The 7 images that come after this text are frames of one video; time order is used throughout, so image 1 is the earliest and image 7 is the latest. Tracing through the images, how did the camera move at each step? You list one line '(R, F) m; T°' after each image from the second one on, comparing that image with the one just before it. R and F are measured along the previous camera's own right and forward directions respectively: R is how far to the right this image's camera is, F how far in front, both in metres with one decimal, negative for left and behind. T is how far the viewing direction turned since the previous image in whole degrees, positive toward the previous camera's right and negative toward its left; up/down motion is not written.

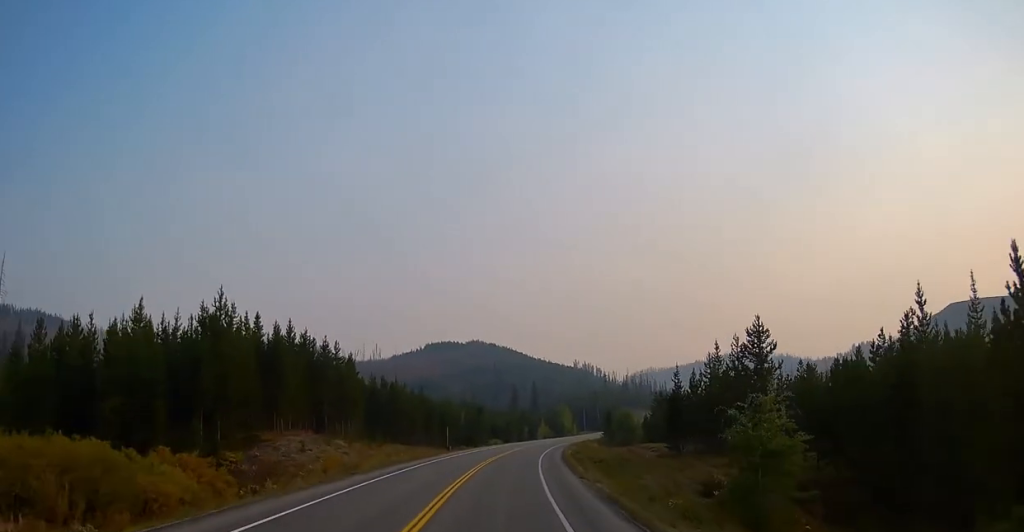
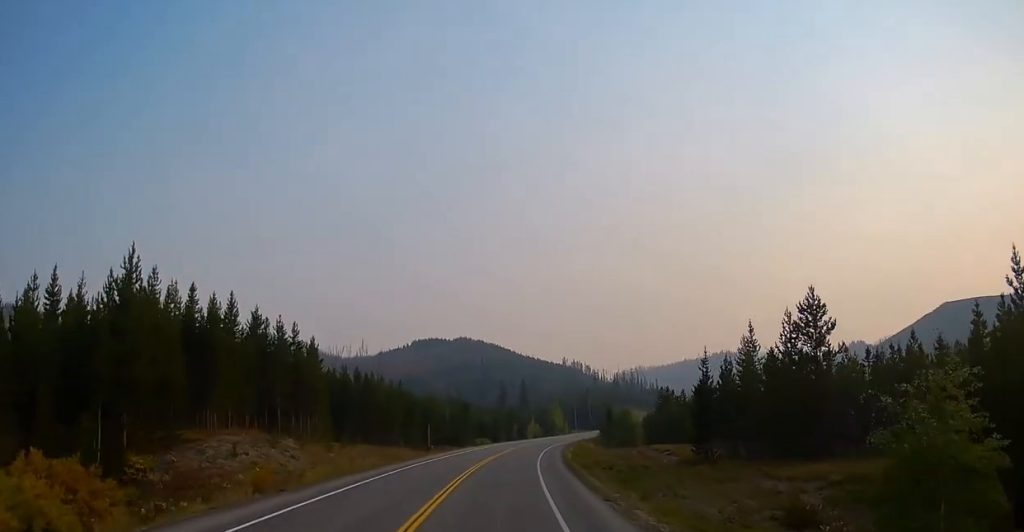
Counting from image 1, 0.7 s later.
(0.0, +9.5) m; 0°
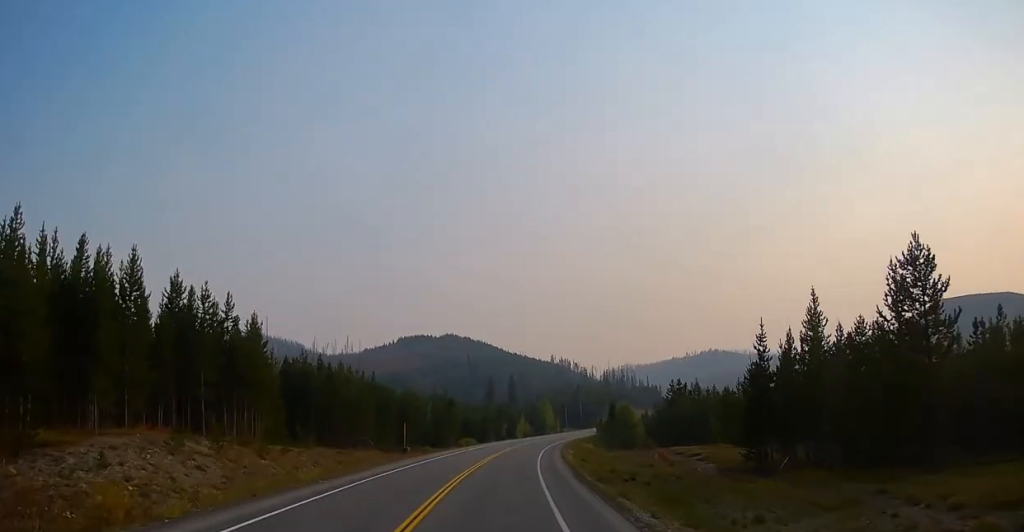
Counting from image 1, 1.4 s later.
(0.0, +10.9) m; +1°
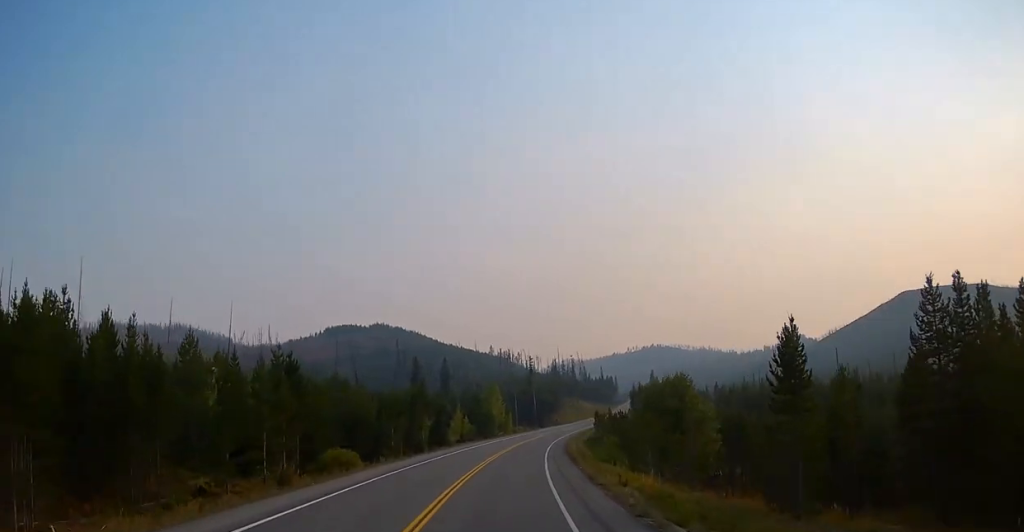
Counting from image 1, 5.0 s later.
(+3.9, +54.0) m; +8°
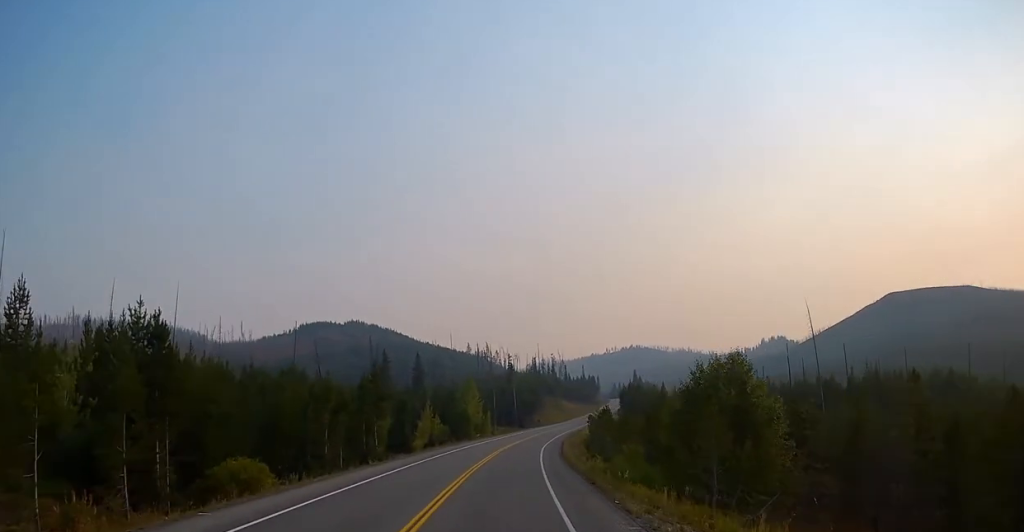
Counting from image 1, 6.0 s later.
(0.0, +15.6) m; +1°
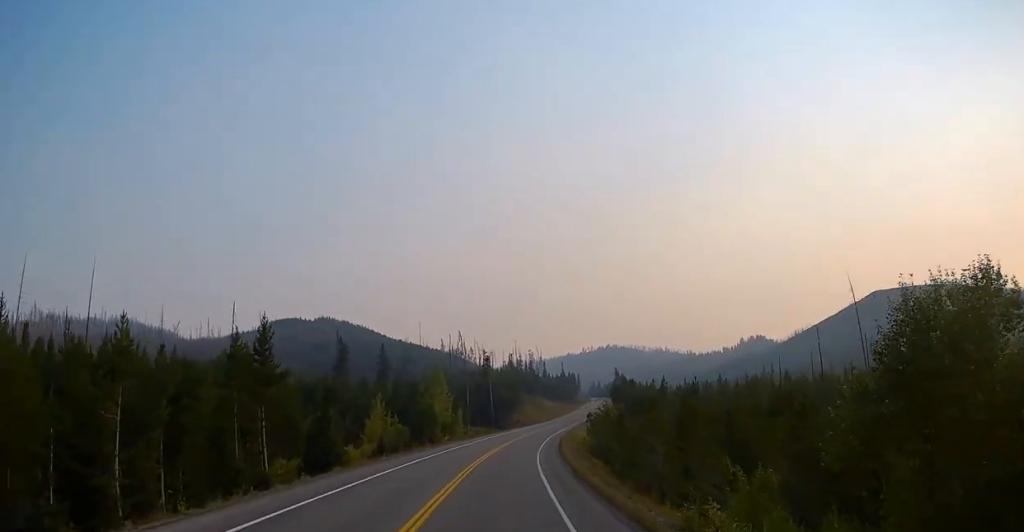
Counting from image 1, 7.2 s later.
(+0.3, +19.8) m; +3°
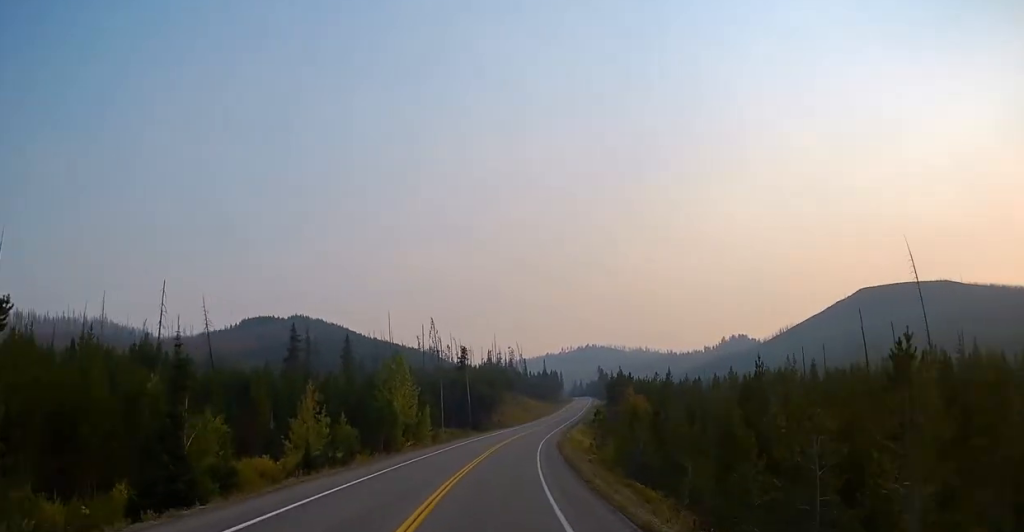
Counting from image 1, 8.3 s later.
(+0.6, +17.2) m; +2°
